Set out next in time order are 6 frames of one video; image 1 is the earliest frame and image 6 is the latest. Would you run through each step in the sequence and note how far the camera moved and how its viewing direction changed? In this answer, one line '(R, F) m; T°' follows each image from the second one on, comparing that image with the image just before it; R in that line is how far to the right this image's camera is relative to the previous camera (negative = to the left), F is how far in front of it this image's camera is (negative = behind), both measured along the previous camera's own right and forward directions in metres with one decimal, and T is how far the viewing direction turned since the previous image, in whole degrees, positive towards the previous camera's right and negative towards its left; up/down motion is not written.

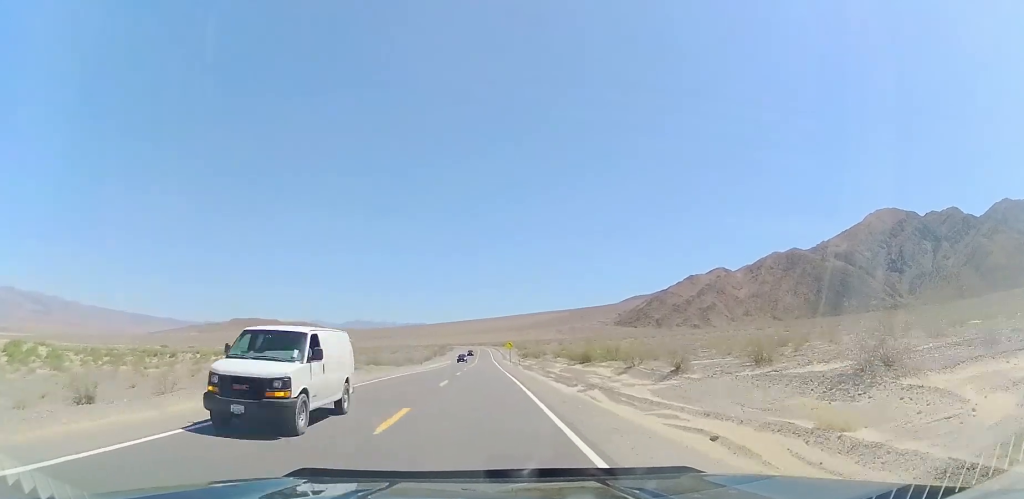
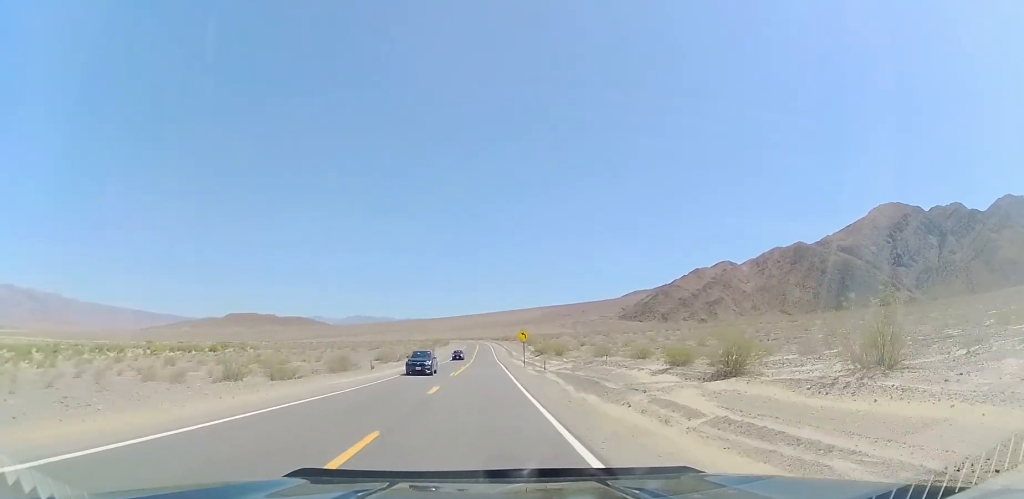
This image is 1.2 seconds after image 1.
(0.0, +33.6) m; 0°
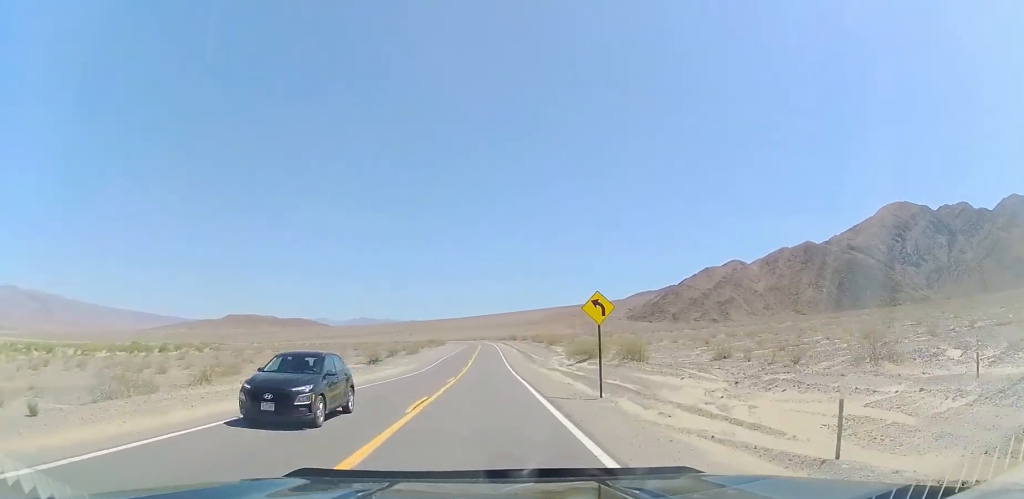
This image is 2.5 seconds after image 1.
(+0.3, +37.1) m; +1°
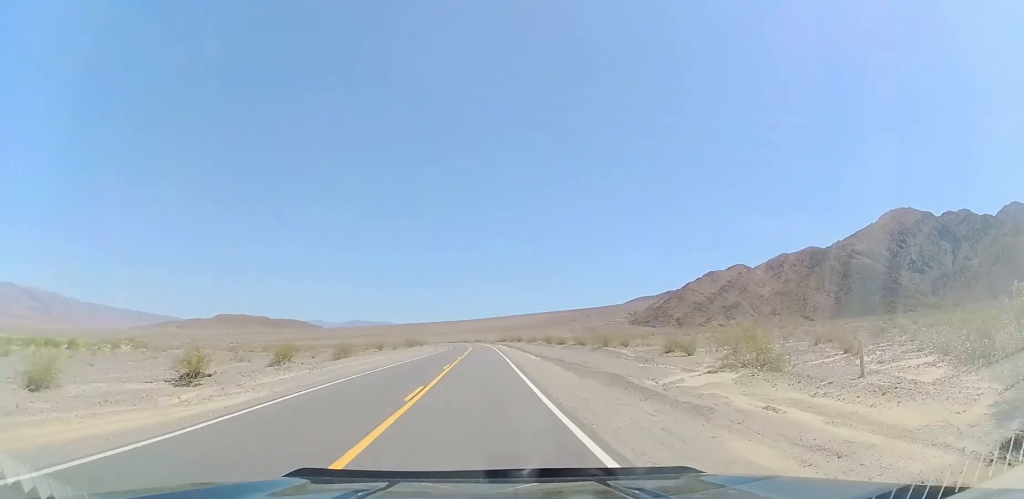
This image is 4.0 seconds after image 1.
(0.0, +43.9) m; -1°
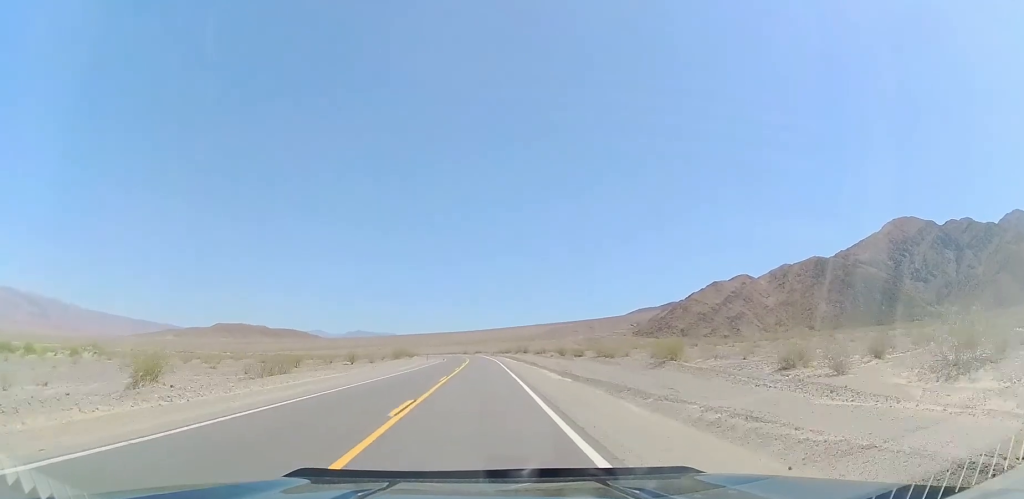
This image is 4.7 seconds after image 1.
(-0.1, +17.3) m; 0°
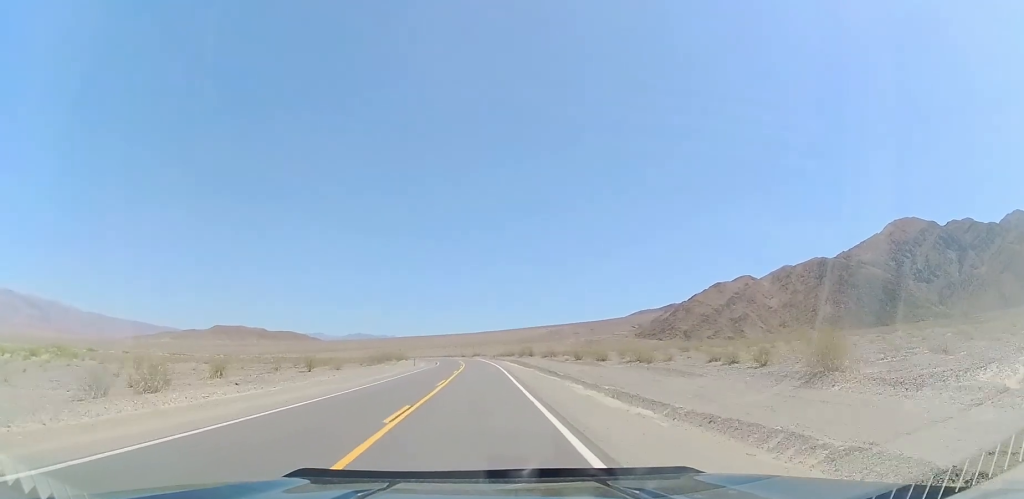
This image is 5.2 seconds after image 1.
(-0.1, +15.2) m; 0°
